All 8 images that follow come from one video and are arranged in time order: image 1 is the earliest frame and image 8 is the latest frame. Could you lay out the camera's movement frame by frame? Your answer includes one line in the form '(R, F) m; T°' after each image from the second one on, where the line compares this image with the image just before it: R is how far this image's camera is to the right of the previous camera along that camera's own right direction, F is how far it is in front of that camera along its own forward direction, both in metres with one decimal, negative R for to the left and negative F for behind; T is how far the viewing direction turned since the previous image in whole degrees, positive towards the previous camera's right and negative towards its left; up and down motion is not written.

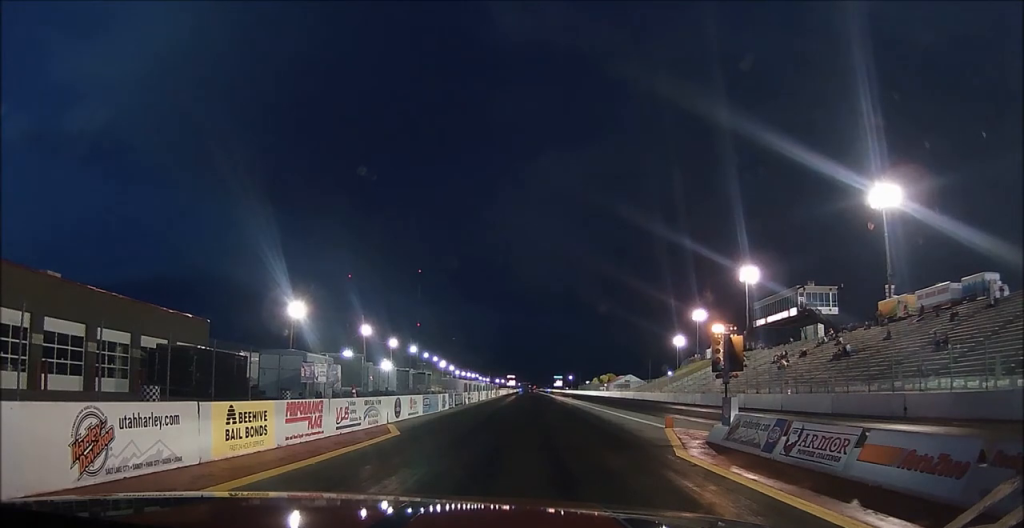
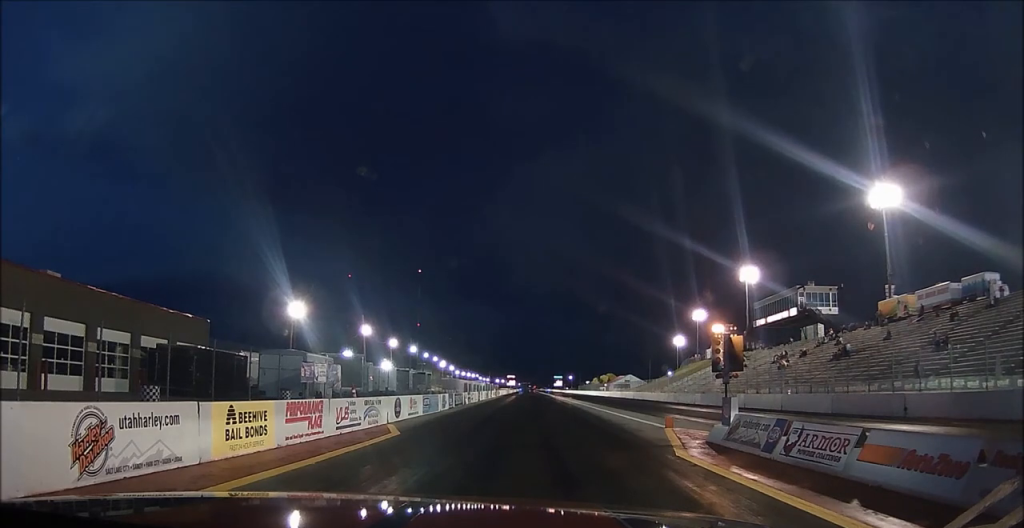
(0.0, 0.0) m; 0°
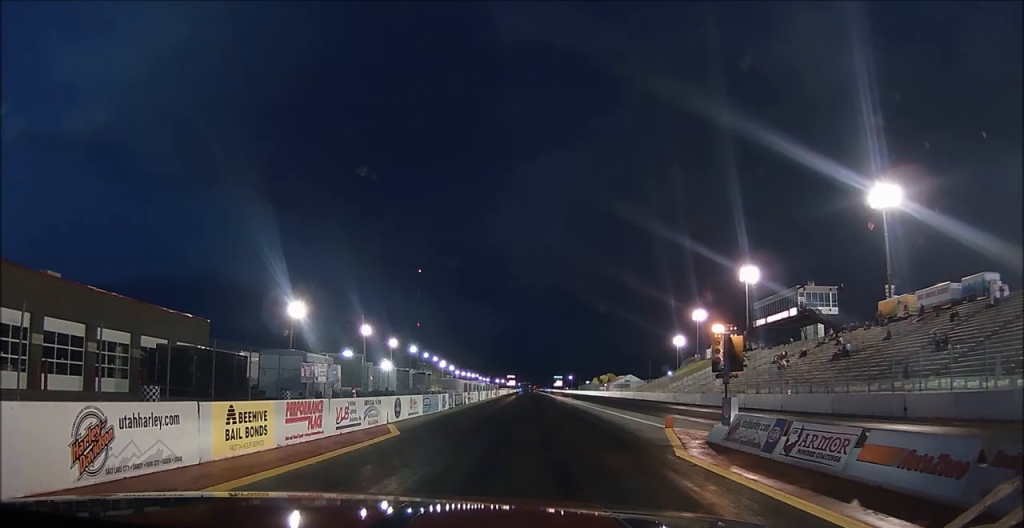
(0.0, 0.0) m; 0°
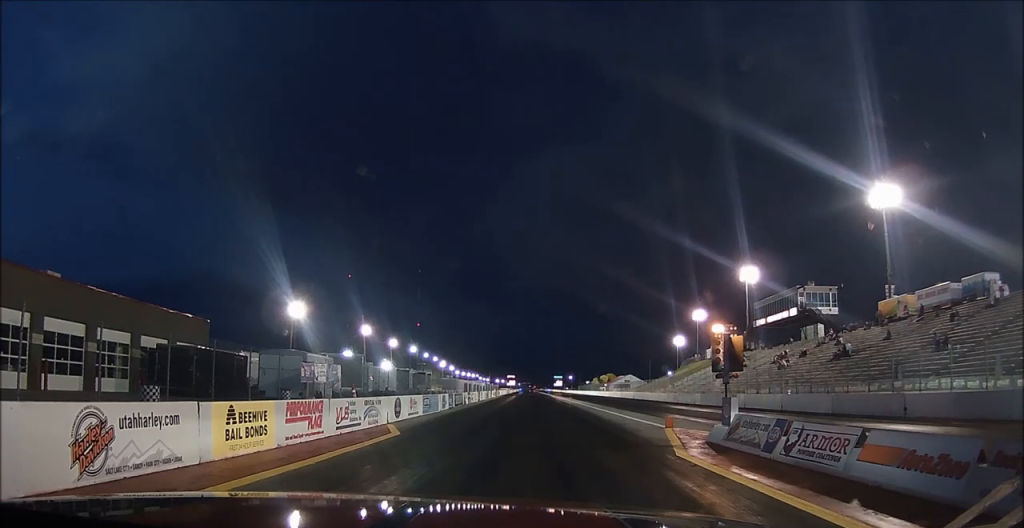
(0.0, 0.0) m; 0°
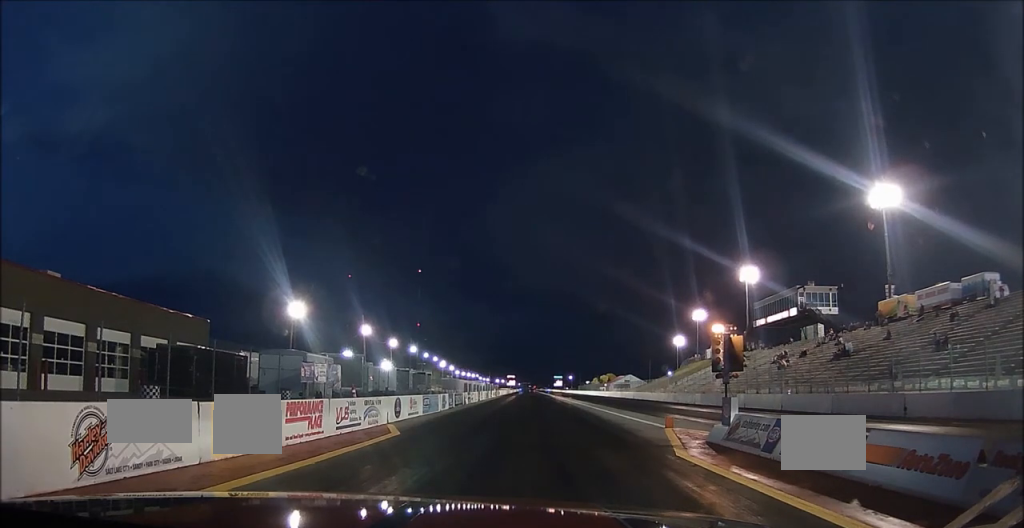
(0.0, 0.0) m; 0°
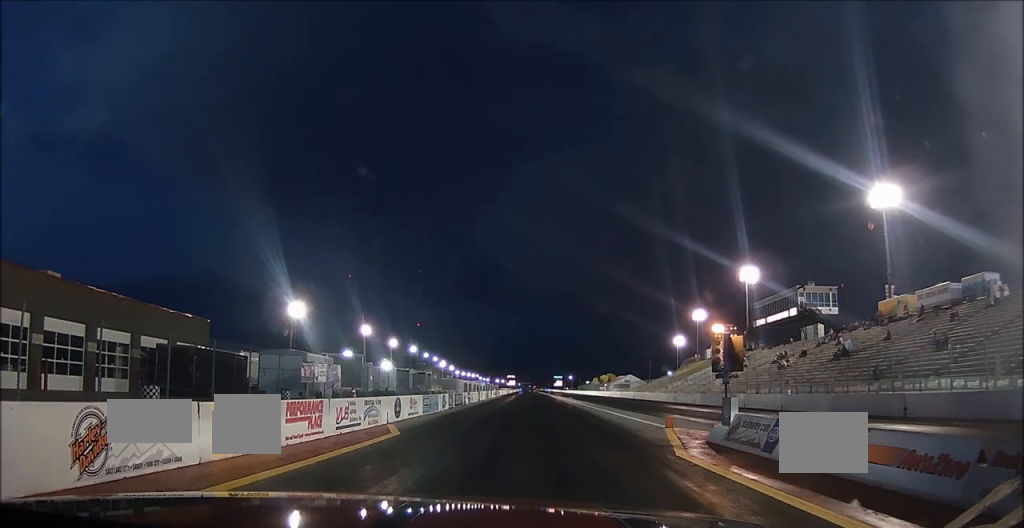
(0.0, 0.0) m; 0°
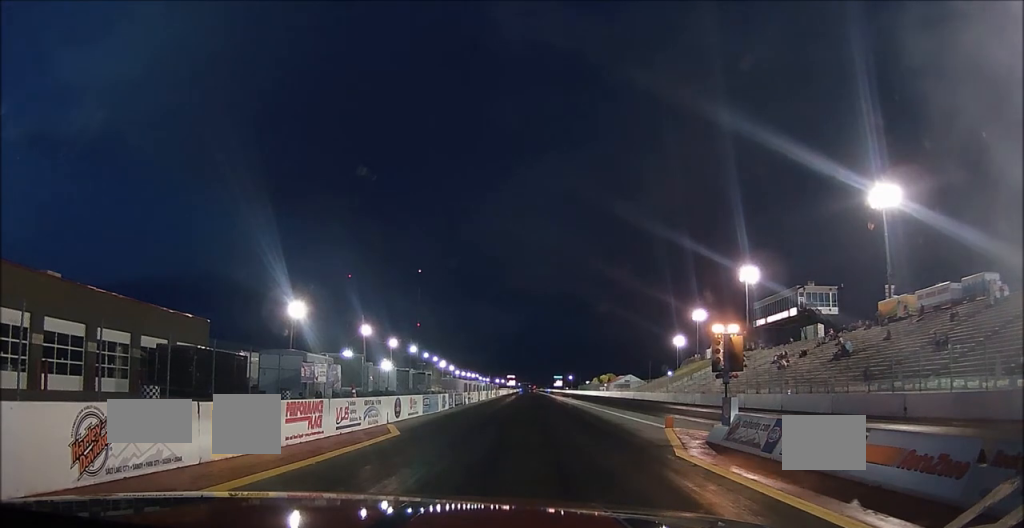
(0.0, 0.0) m; 0°
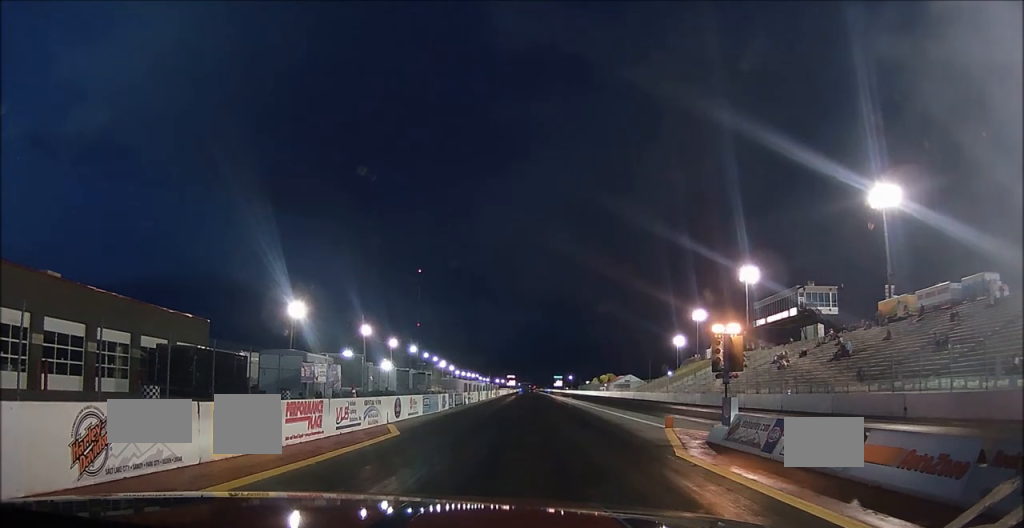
(0.0, 0.0) m; 0°
